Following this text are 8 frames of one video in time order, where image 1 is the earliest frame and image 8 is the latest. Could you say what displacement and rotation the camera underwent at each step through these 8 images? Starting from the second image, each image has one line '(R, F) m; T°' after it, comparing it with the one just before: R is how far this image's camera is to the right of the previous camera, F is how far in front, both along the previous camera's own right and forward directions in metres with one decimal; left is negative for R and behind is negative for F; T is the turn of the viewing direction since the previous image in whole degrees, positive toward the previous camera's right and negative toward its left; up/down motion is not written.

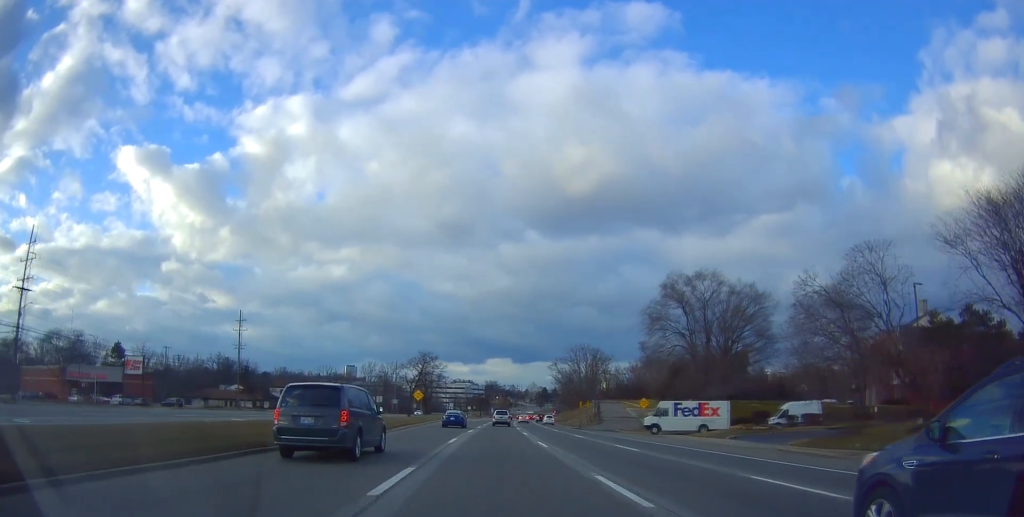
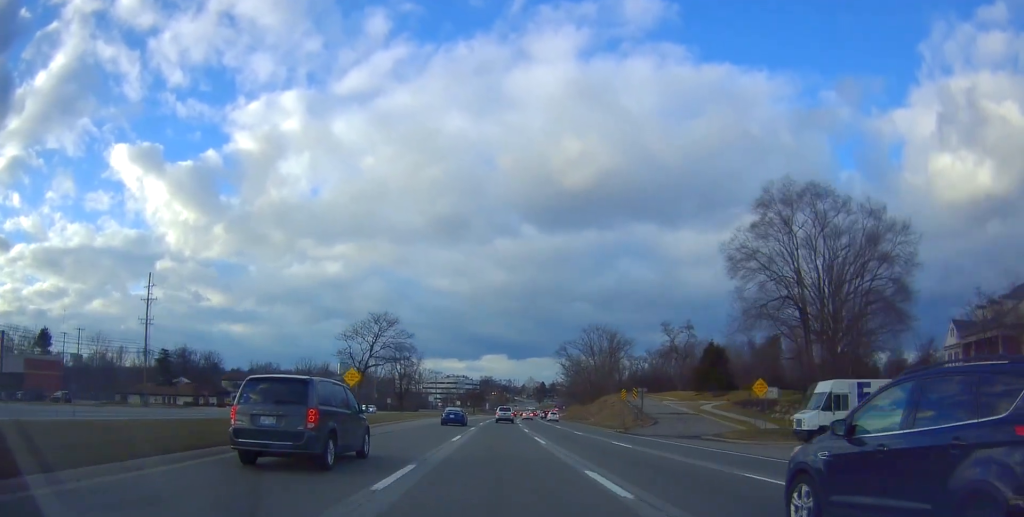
(+0.3, +29.8) m; +1°
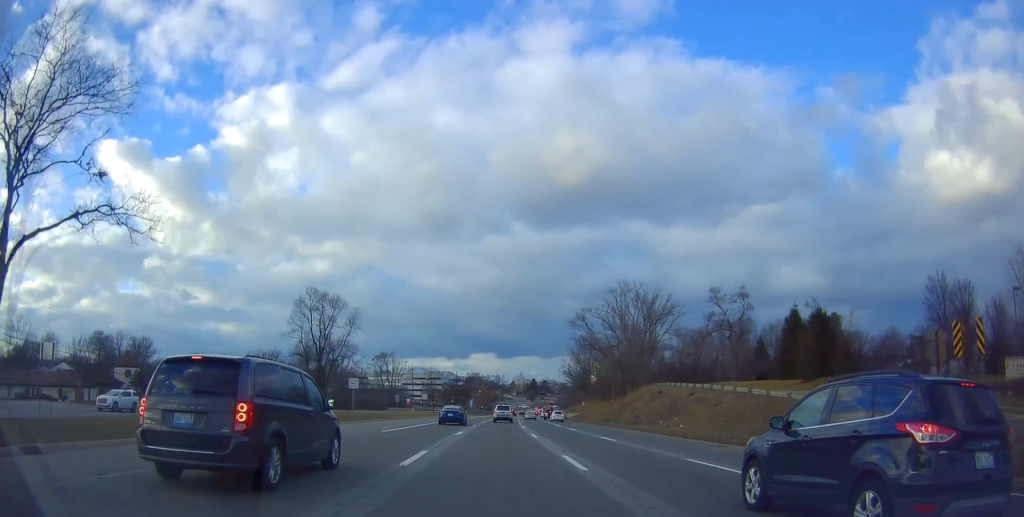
(+0.1, +42.6) m; 0°
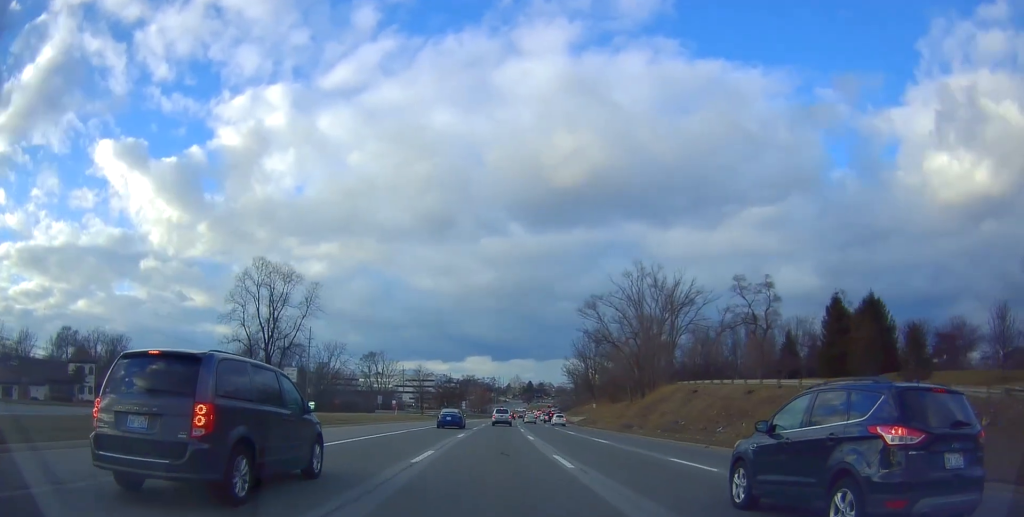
(-0.1, +13.5) m; 0°
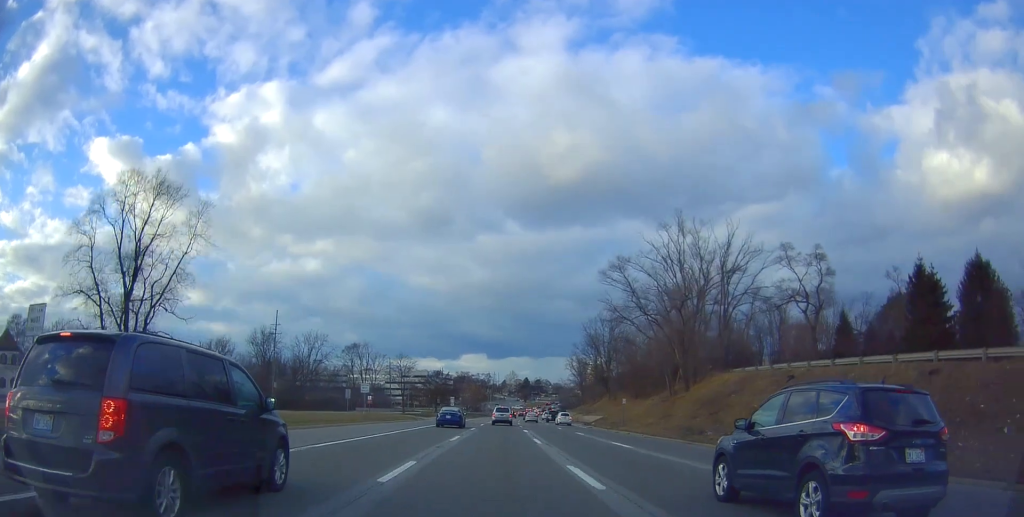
(+0.2, +19.7) m; +1°
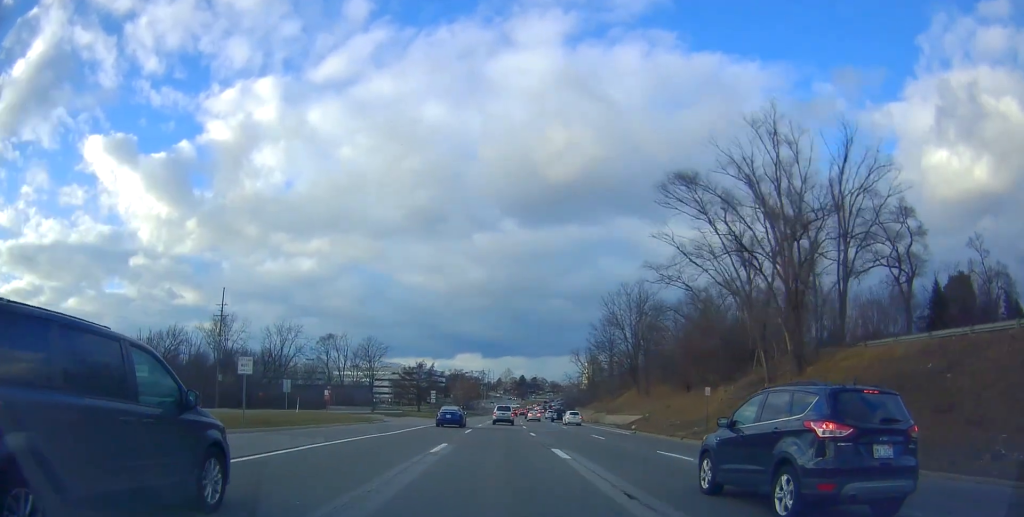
(+0.2, +23.5) m; +2°
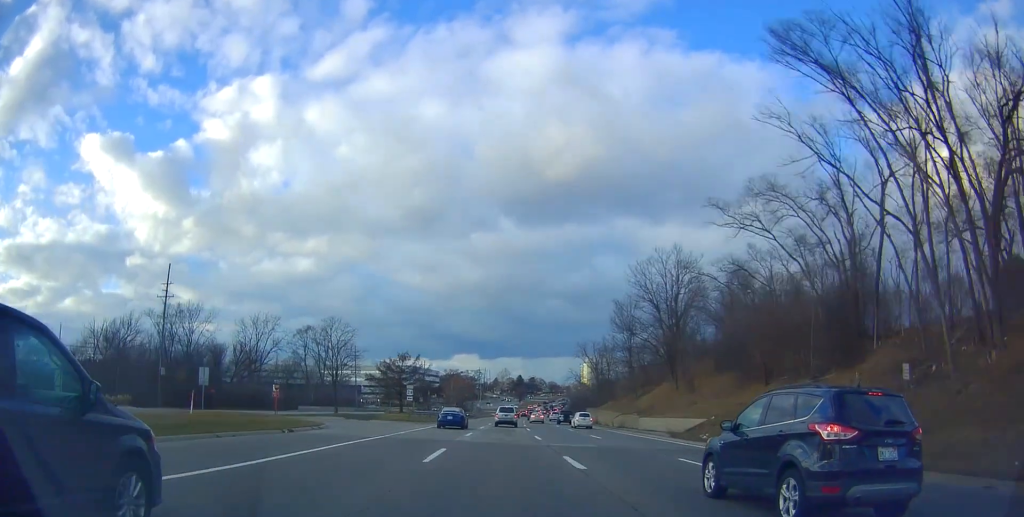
(+0.3, +17.9) m; +1°
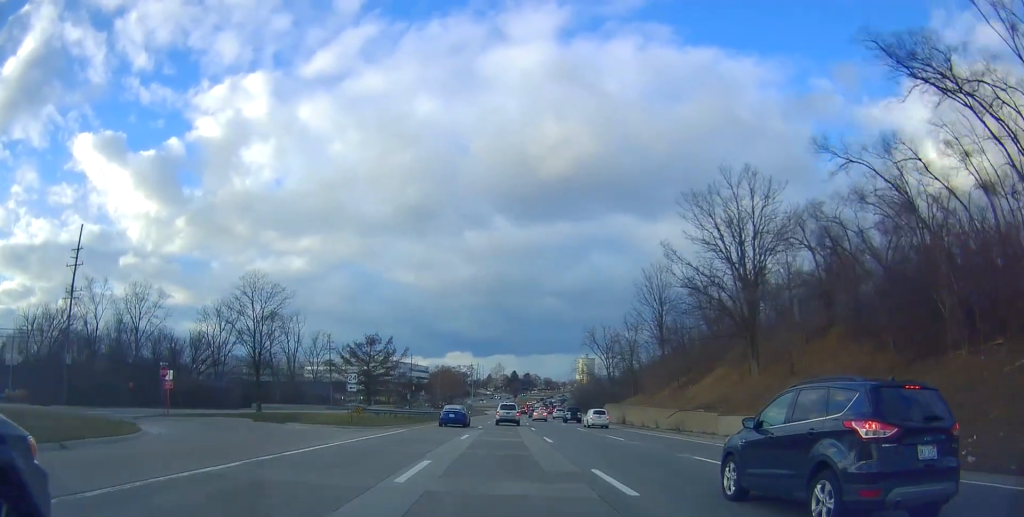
(+0.1, +20.8) m; 0°
